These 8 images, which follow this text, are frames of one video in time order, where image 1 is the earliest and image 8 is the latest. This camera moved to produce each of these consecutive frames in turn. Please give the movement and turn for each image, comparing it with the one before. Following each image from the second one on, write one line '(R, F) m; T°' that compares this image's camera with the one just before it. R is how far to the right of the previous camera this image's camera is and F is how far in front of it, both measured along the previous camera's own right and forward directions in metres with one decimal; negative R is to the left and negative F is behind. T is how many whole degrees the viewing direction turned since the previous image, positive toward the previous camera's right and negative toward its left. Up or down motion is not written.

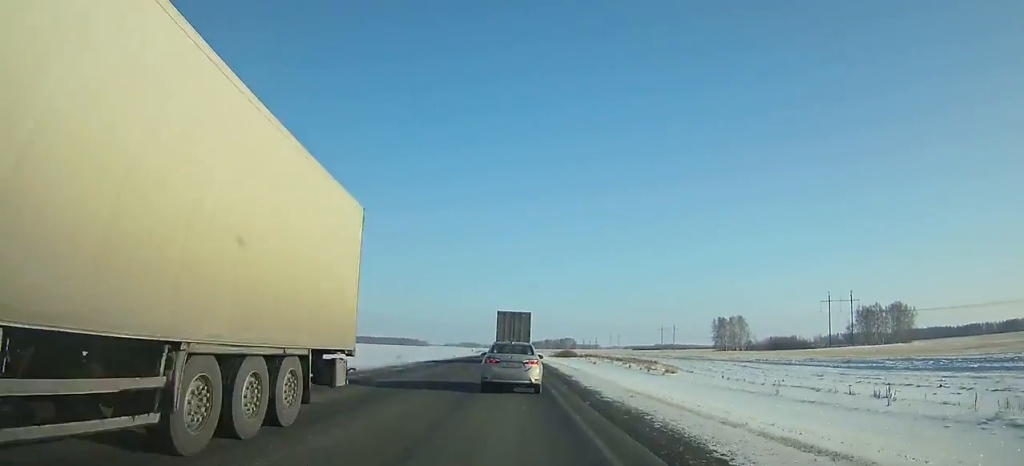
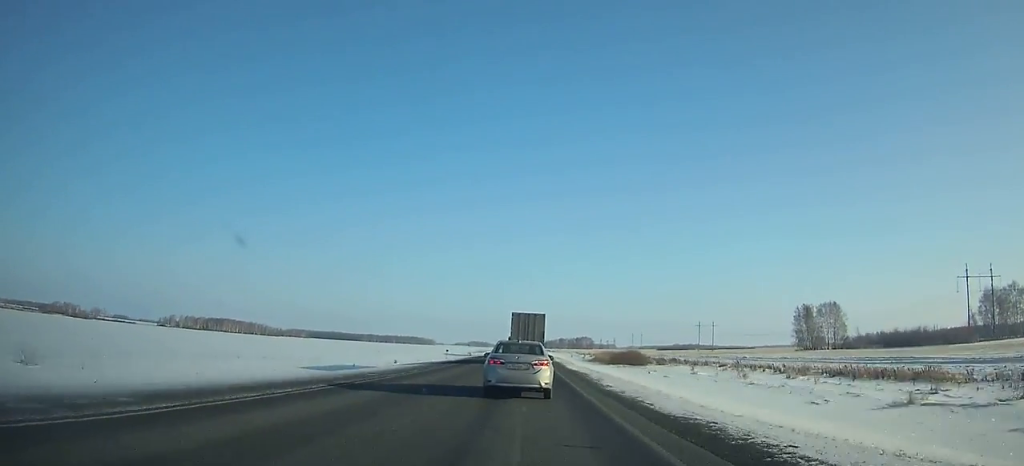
(-0.8, +92.2) m; 0°
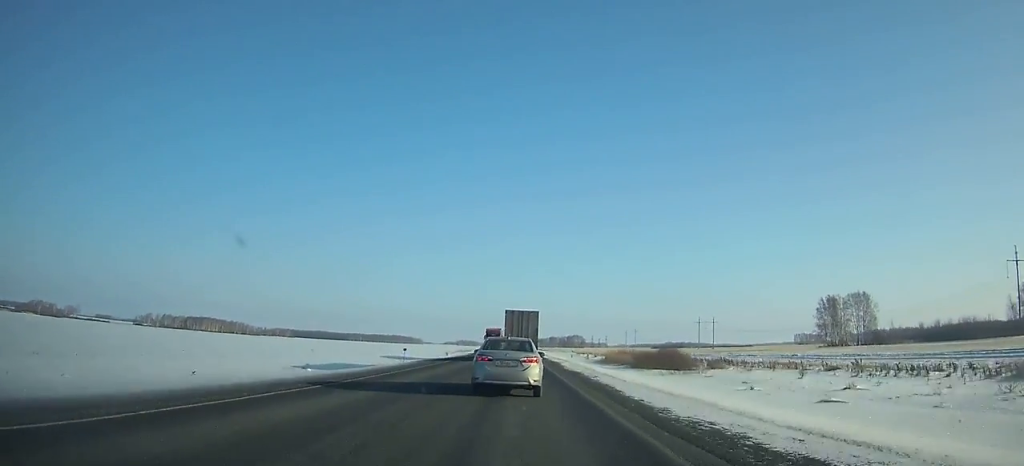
(+0.4, +30.0) m; 0°
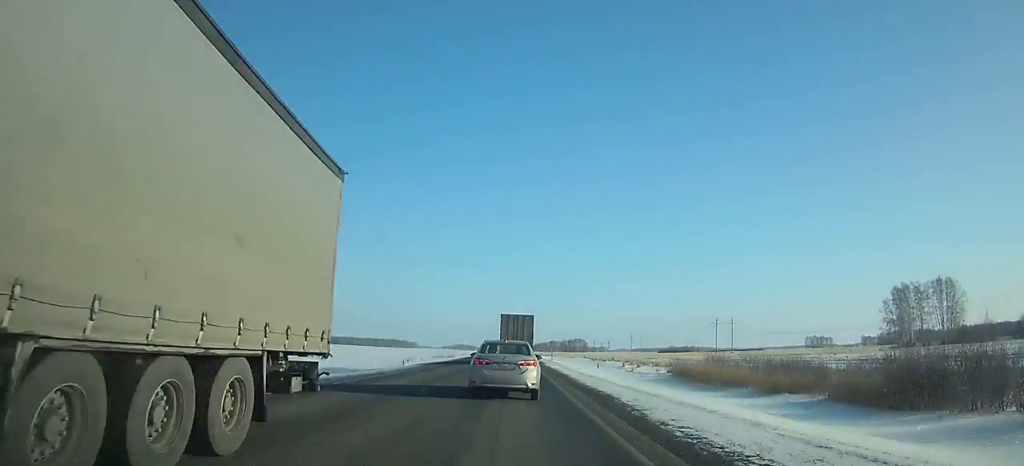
(+0.2, +48.6) m; 0°
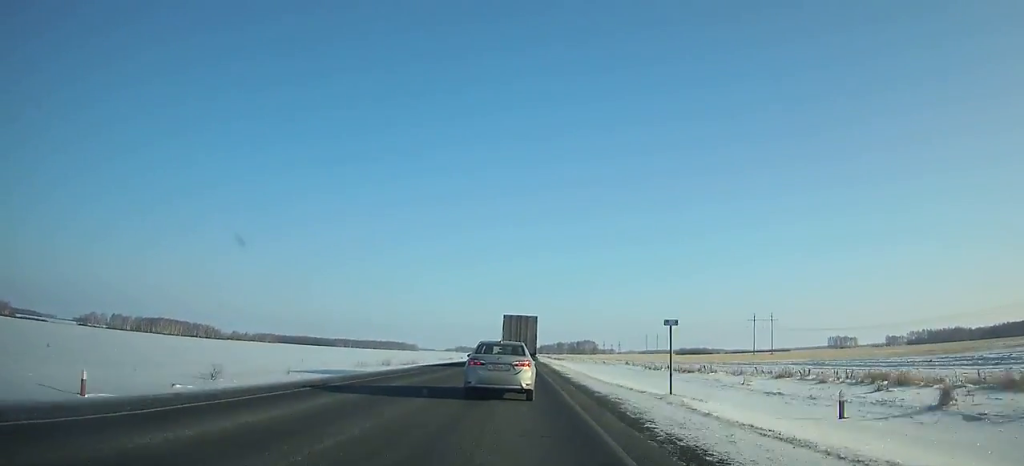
(-0.4, +64.9) m; 0°
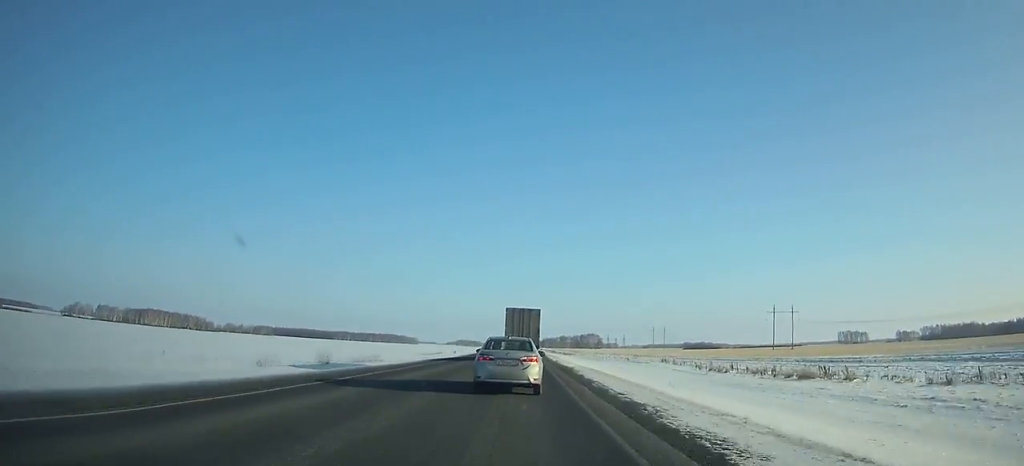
(-0.1, +29.6) m; 0°
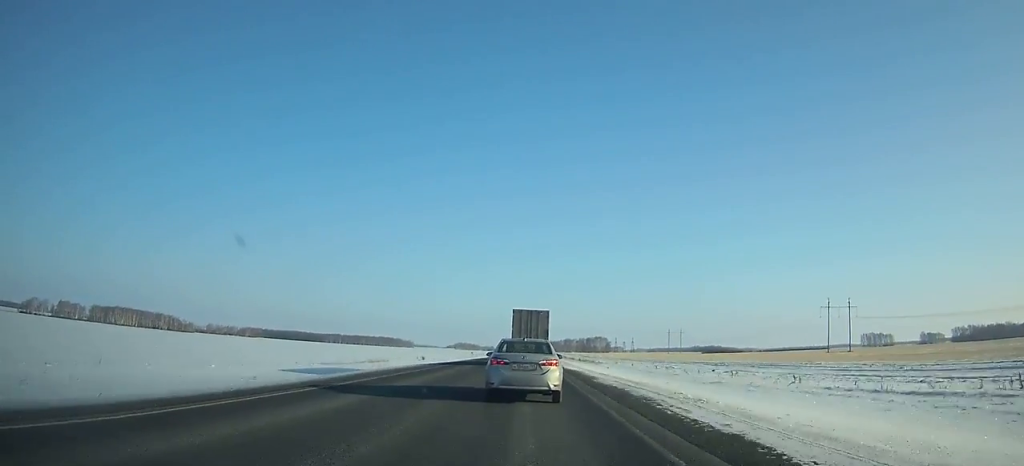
(+0.1, +64.5) m; 0°
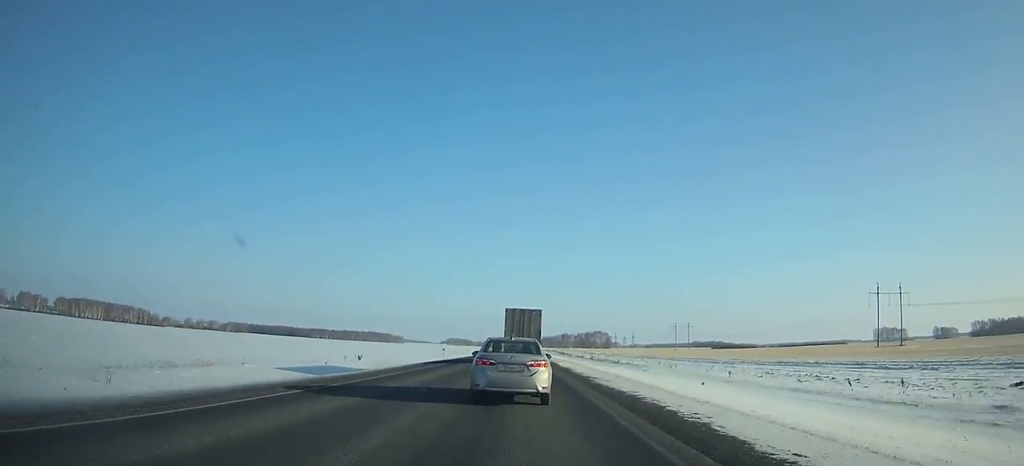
(+0.1, +49.4) m; 0°
